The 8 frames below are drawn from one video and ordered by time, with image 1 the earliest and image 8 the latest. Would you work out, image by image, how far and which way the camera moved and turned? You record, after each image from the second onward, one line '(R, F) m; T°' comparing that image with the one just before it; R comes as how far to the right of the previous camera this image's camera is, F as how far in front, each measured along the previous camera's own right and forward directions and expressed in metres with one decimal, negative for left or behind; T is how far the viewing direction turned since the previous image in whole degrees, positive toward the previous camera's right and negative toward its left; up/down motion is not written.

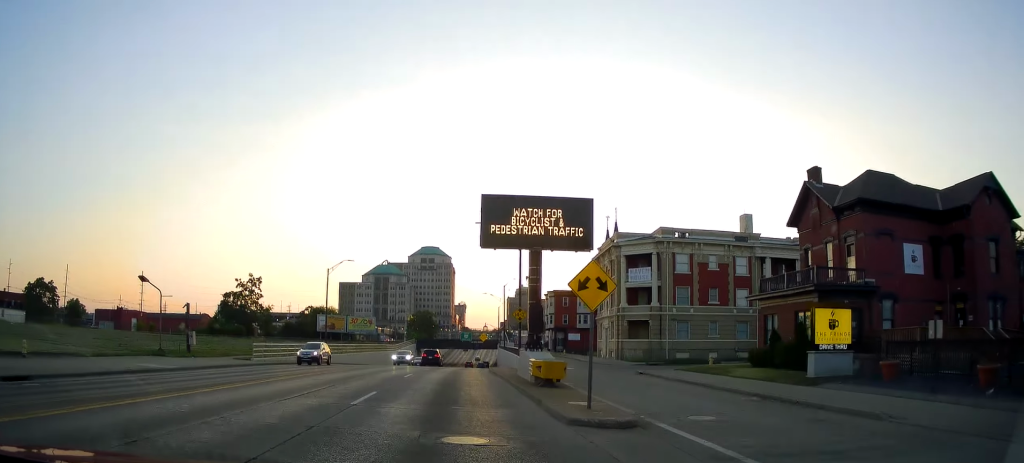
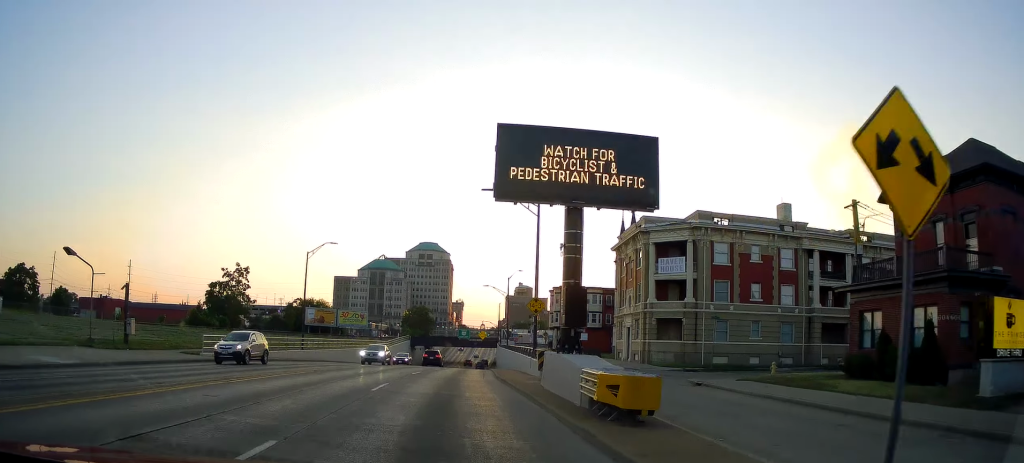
(+0.1, +9.0) m; +1°
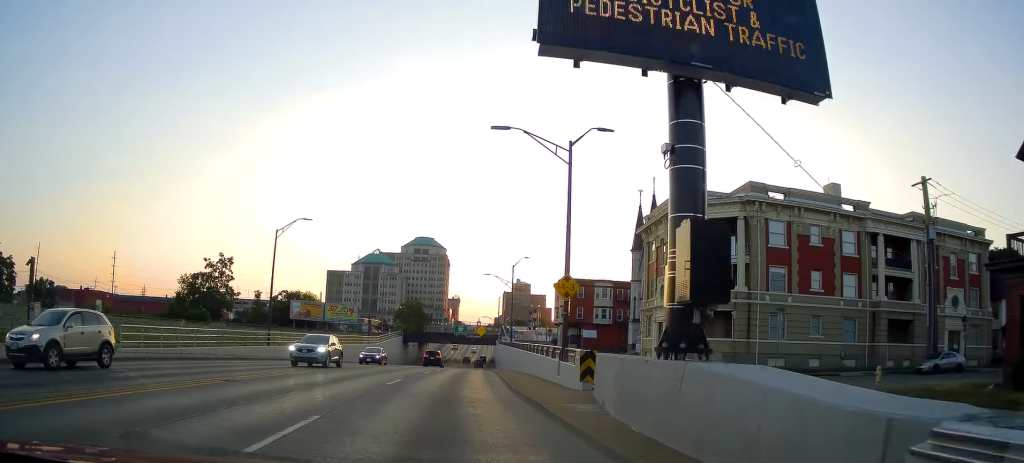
(+0.2, +9.5) m; 0°
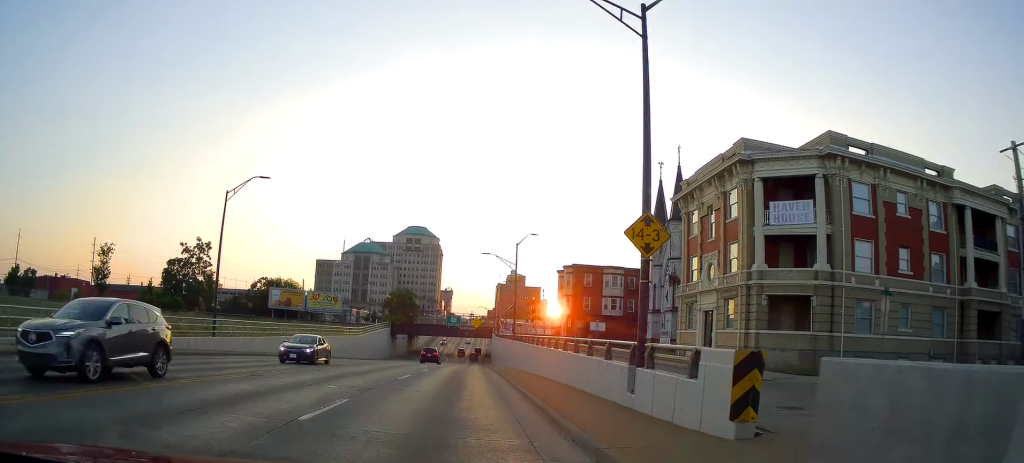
(-0.1, +10.2) m; 0°
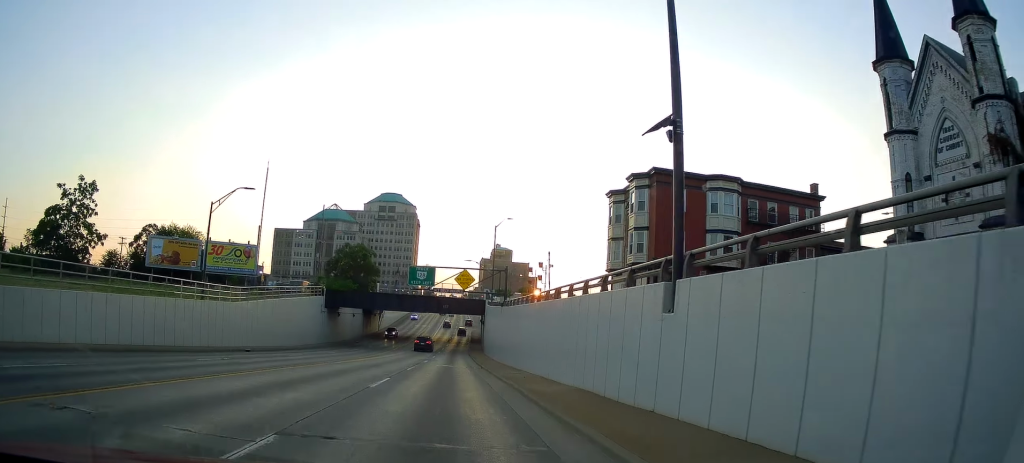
(-0.1, +42.1) m; +2°
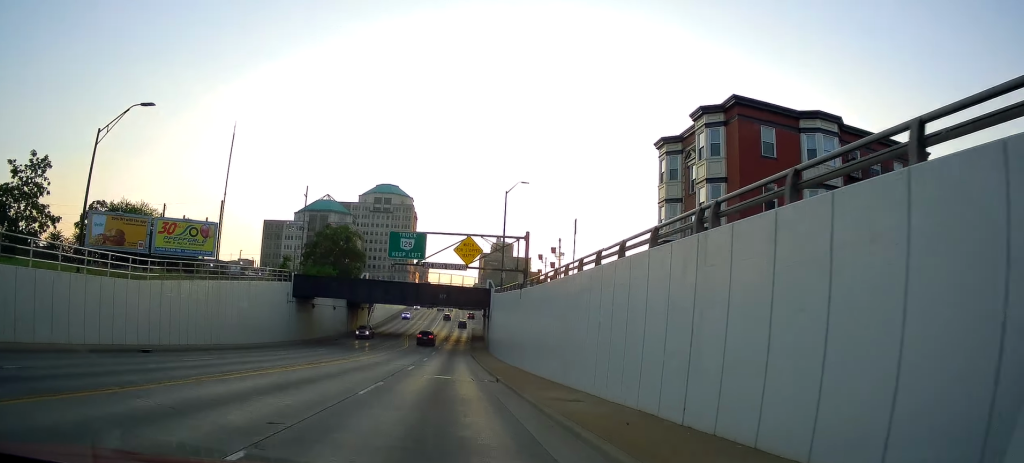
(+0.4, +13.9) m; +1°
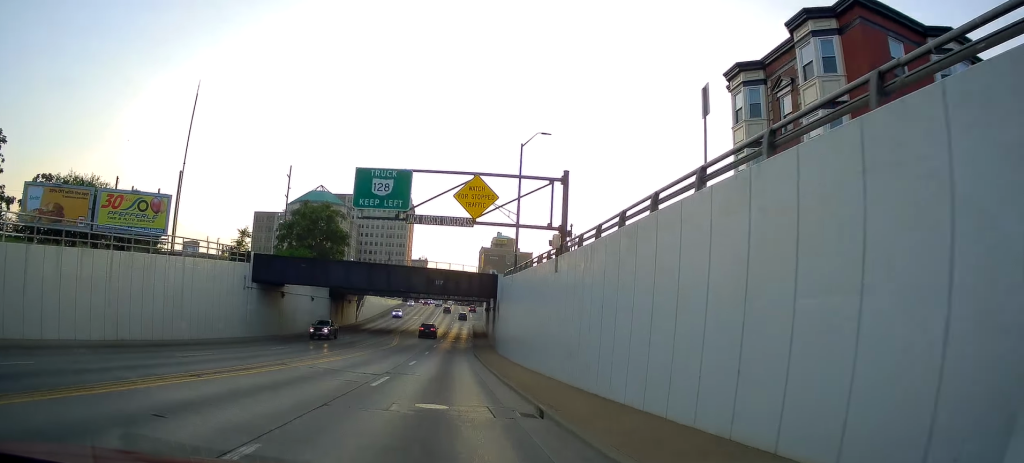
(+0.1, +11.7) m; 0°
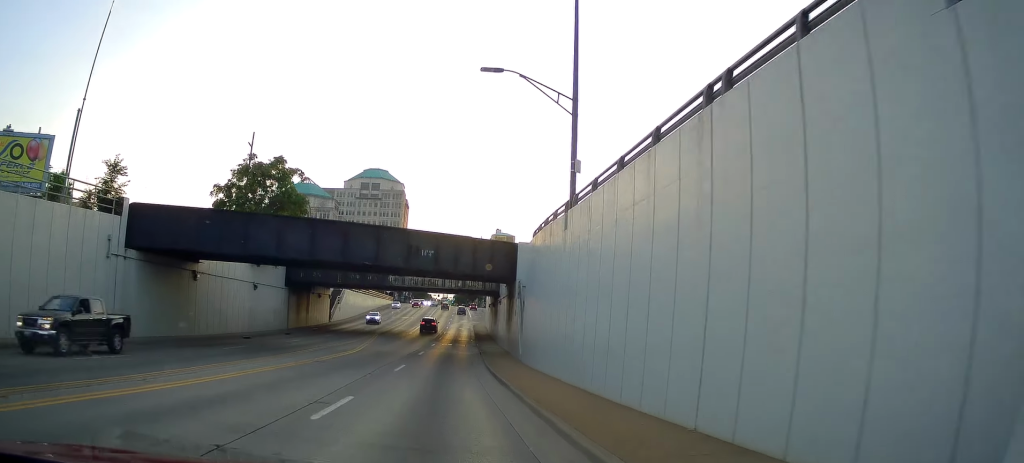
(-0.1, +18.7) m; 0°
